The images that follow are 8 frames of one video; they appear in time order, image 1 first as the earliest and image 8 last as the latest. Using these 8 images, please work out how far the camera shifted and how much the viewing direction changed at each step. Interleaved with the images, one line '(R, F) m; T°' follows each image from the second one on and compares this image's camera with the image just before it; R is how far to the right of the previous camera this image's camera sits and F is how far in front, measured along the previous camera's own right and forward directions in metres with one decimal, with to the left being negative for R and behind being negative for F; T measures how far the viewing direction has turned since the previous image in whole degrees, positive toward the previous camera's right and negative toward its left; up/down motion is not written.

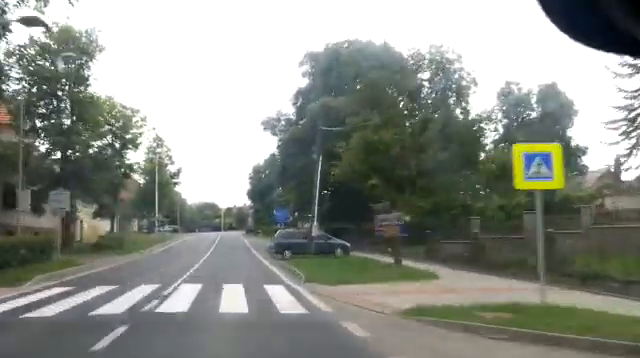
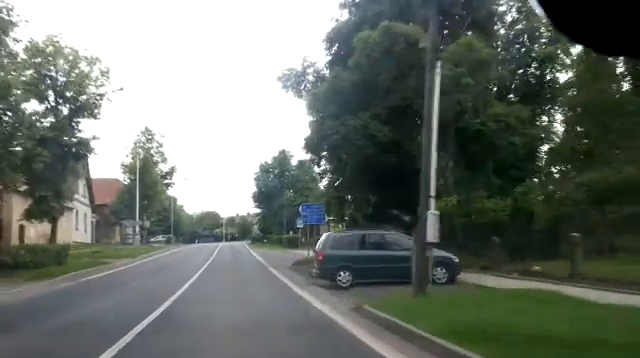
(0.0, +13.0) m; -1°
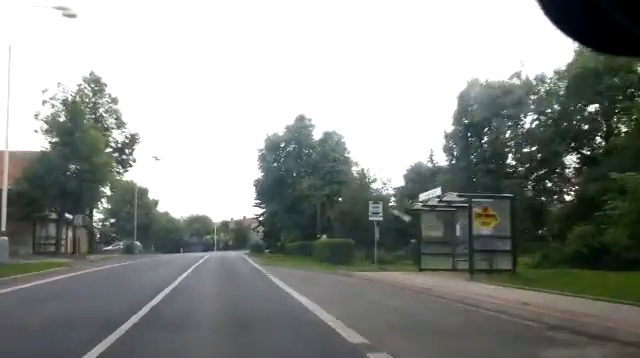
(-0.4, +23.9) m; -2°
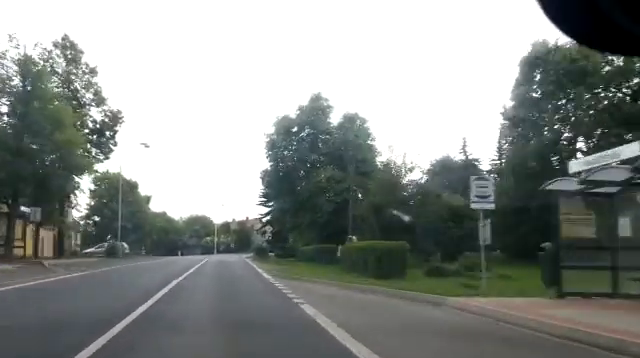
(0.0, +7.9) m; -1°
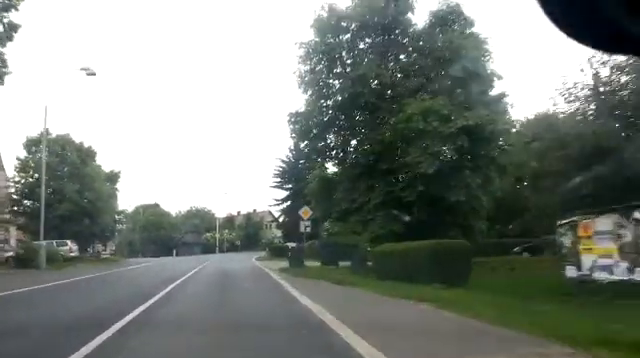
(-0.3, +18.4) m; -2°
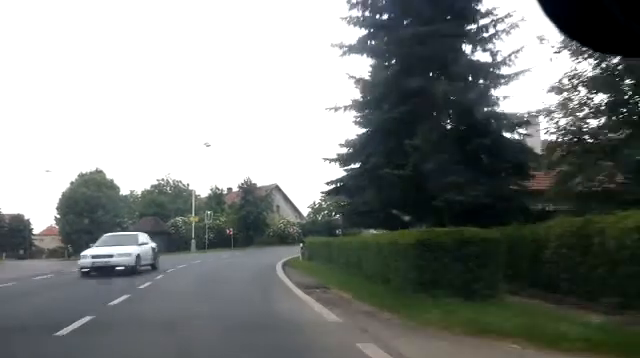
(+0.9, +35.5) m; +3°
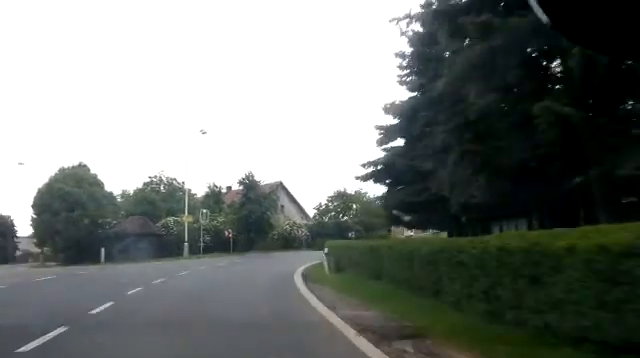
(-0.1, +6.8) m; +1°
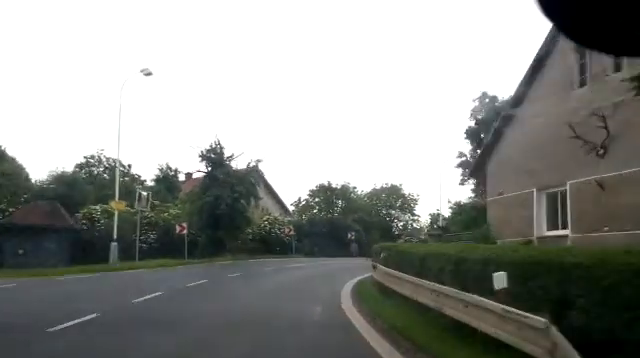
(+0.2, +13.8) m; +9°
